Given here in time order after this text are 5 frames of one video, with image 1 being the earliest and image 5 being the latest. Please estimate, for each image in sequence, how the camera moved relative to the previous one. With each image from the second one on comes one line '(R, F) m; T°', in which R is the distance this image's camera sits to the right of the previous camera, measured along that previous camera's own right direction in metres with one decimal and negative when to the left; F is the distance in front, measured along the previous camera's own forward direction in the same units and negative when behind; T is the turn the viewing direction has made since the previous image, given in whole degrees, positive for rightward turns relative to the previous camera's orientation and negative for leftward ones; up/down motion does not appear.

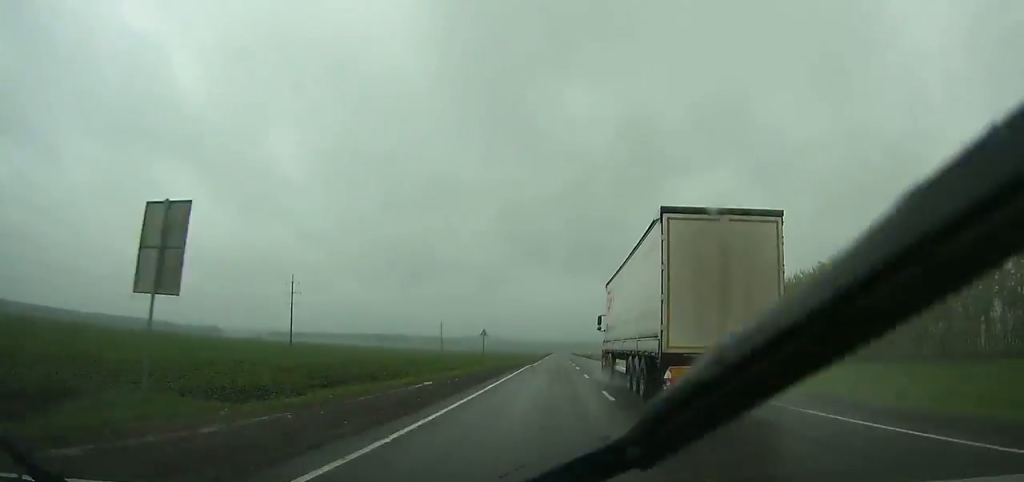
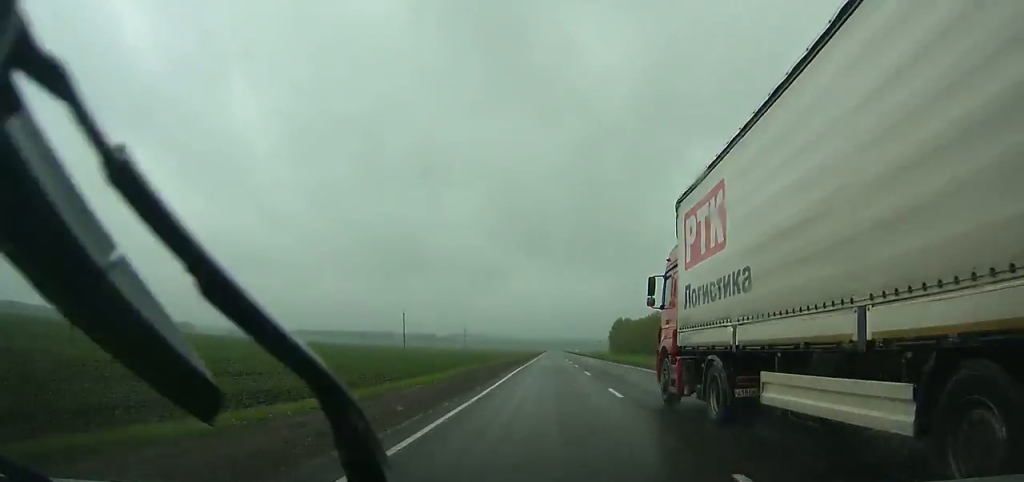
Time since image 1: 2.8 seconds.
(+0.4, +81.5) m; +1°
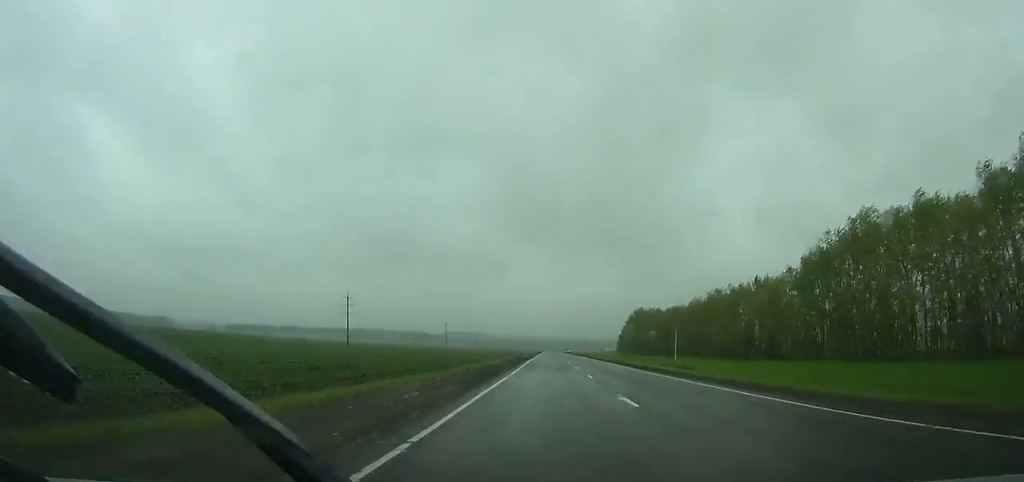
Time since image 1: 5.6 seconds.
(+0.3, +83.8) m; +1°
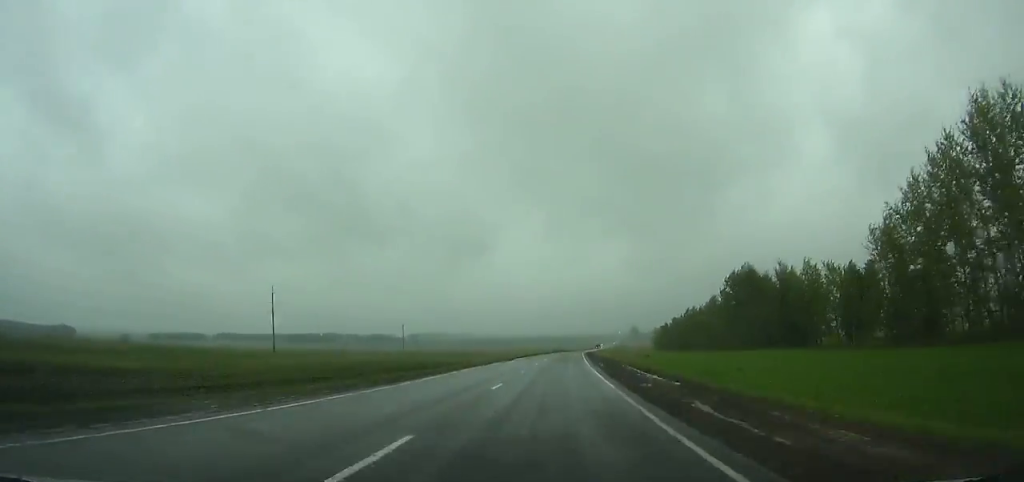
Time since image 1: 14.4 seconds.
(+1.7, +267.9) m; +2°
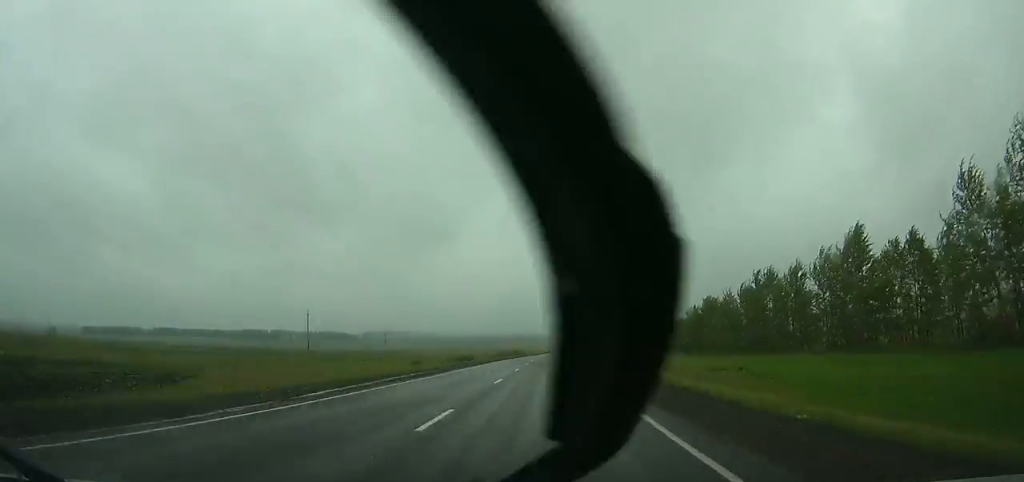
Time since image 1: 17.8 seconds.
(+2.6, +102.7) m; +3°
